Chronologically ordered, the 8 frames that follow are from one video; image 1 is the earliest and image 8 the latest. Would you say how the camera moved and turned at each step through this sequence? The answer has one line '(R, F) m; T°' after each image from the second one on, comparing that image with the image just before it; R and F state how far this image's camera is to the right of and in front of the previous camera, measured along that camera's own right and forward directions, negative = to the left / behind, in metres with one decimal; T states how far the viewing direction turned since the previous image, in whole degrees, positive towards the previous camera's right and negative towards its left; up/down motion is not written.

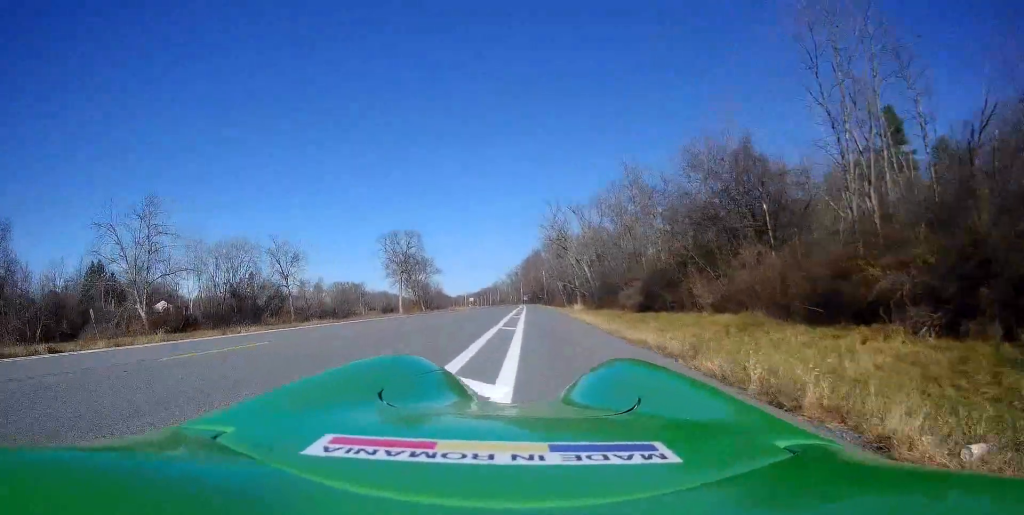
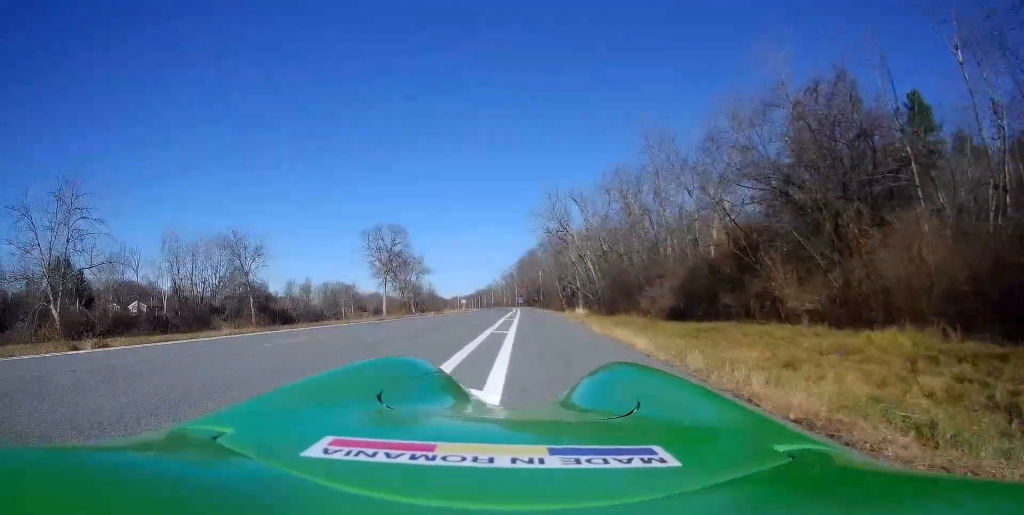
(+0.4, +9.0) m; +2°
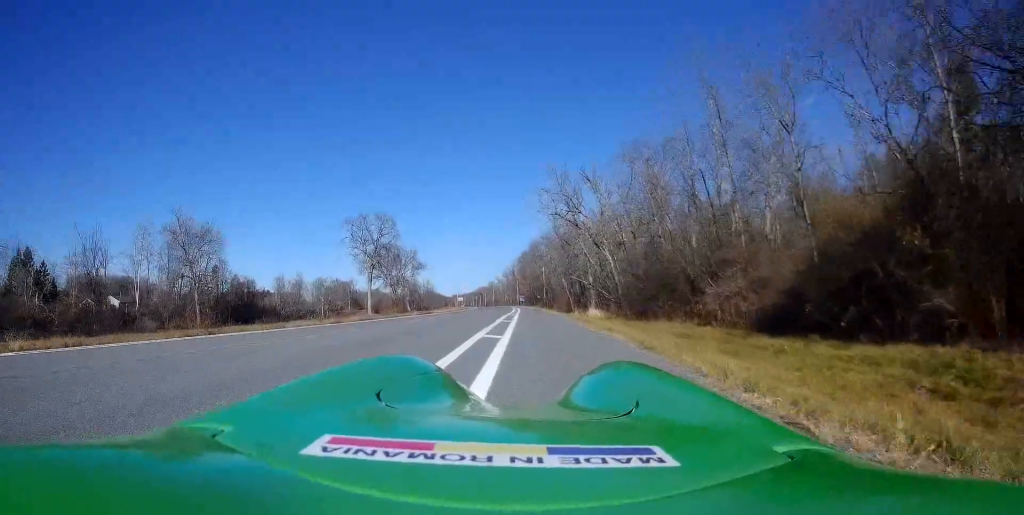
(-0.2, +11.2) m; -2°
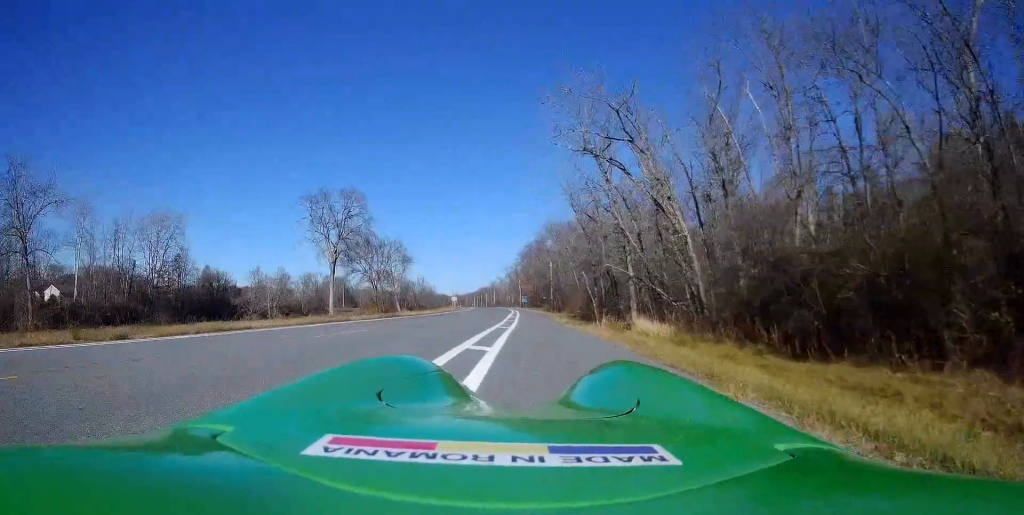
(-0.1, +20.5) m; 0°
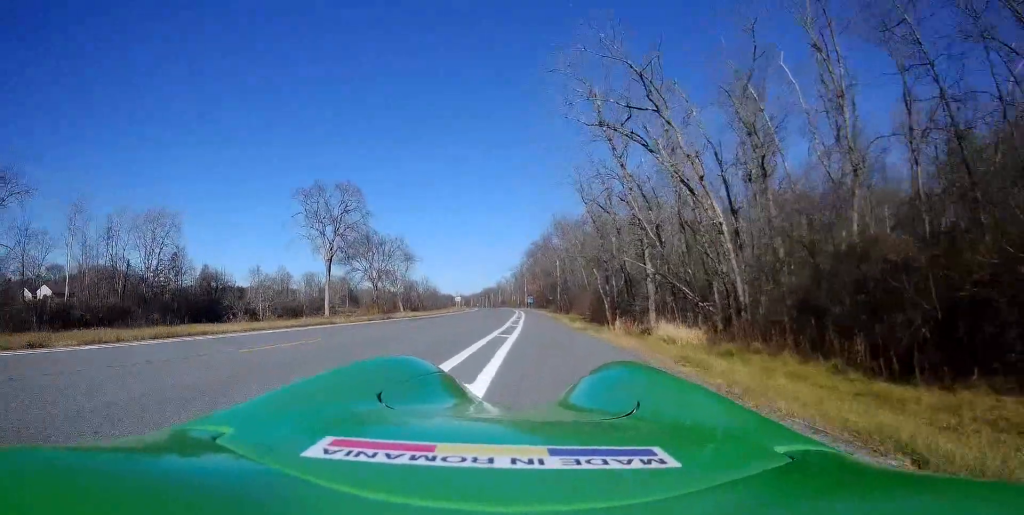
(-0.2, +3.7) m; 0°
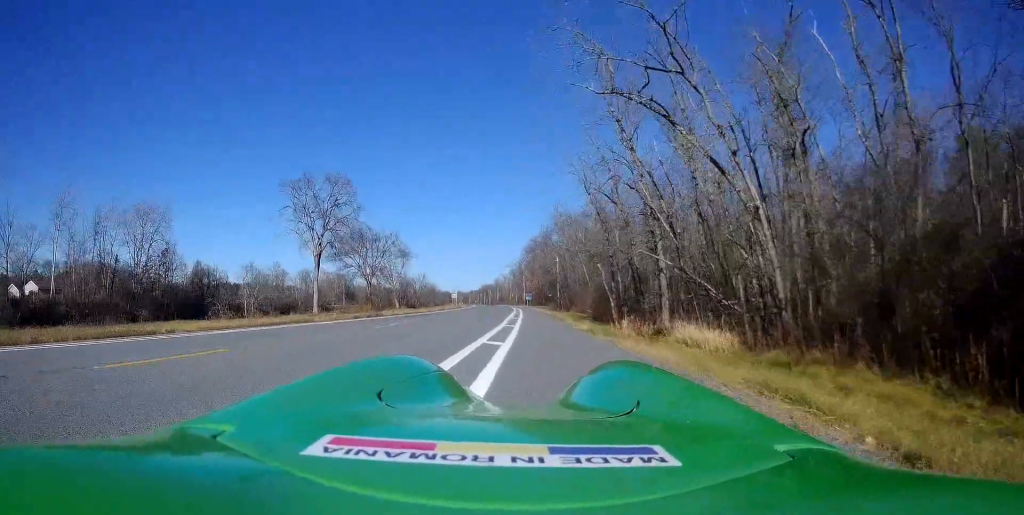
(+0.2, +3.7) m; +1°
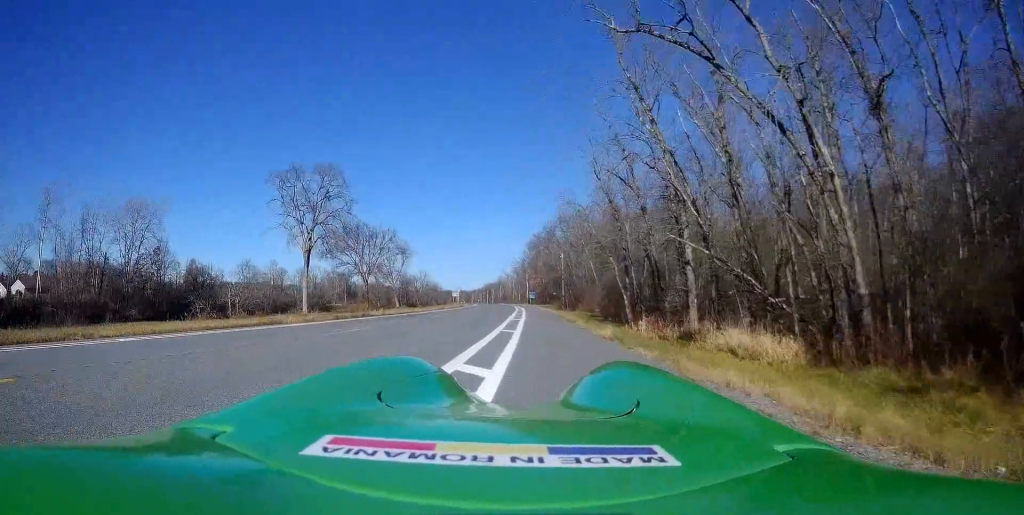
(+0.1, +4.4) m; +1°
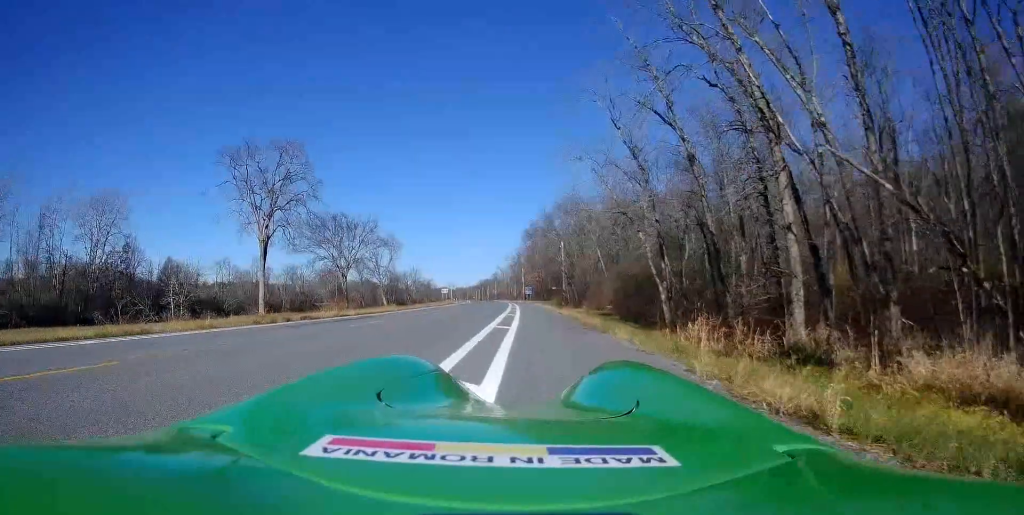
(0.0, +10.3) m; 0°
